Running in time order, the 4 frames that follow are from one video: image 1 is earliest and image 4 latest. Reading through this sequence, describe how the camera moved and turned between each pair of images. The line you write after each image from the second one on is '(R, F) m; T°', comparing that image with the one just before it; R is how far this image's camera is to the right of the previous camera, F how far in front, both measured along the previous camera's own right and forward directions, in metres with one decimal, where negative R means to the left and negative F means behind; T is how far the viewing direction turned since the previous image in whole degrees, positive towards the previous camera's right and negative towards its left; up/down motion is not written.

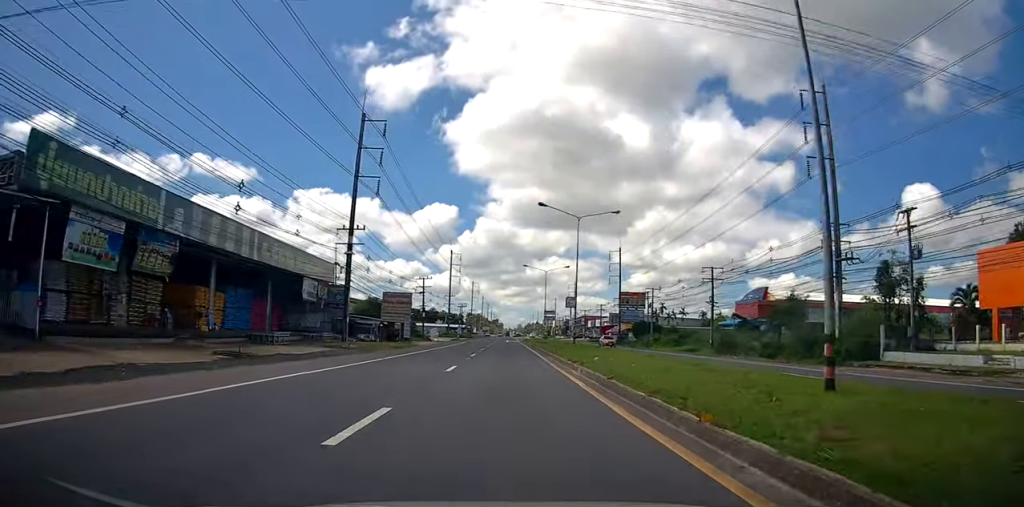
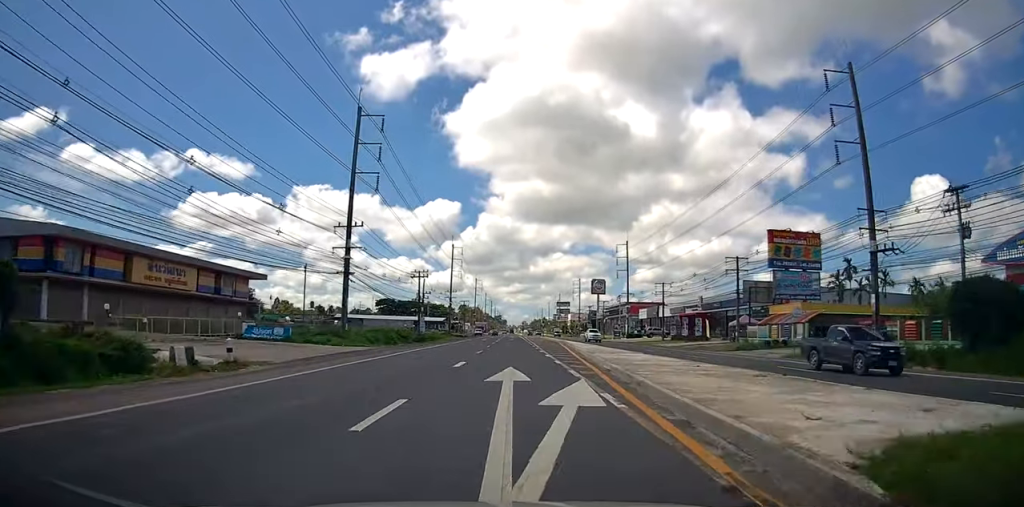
(-0.2, +91.4) m; 0°
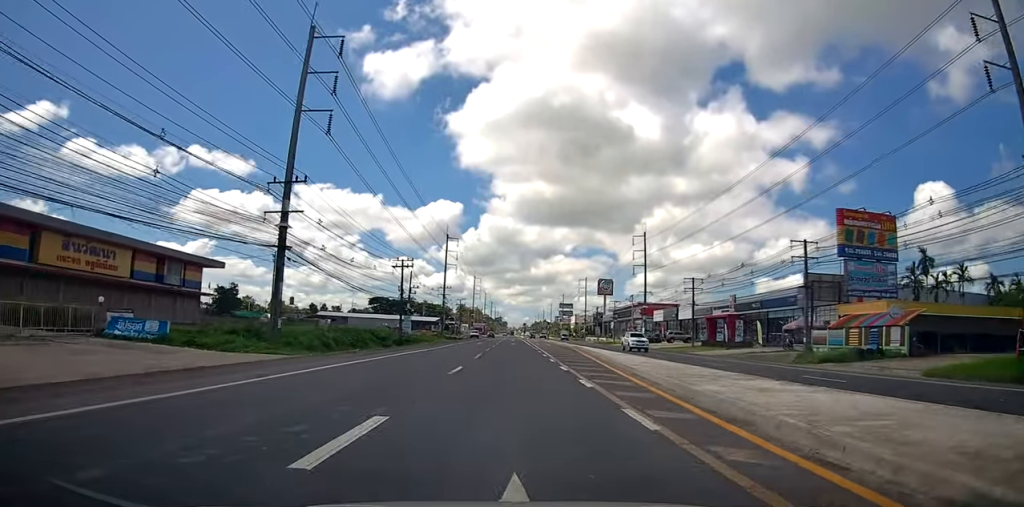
(0.0, +14.7) m; 0°
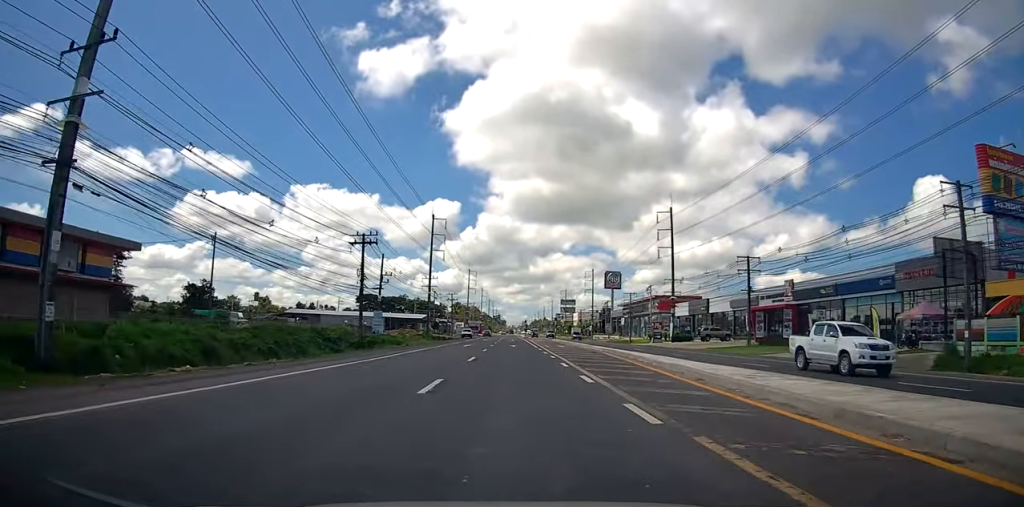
(0.0, +18.8) m; 0°
